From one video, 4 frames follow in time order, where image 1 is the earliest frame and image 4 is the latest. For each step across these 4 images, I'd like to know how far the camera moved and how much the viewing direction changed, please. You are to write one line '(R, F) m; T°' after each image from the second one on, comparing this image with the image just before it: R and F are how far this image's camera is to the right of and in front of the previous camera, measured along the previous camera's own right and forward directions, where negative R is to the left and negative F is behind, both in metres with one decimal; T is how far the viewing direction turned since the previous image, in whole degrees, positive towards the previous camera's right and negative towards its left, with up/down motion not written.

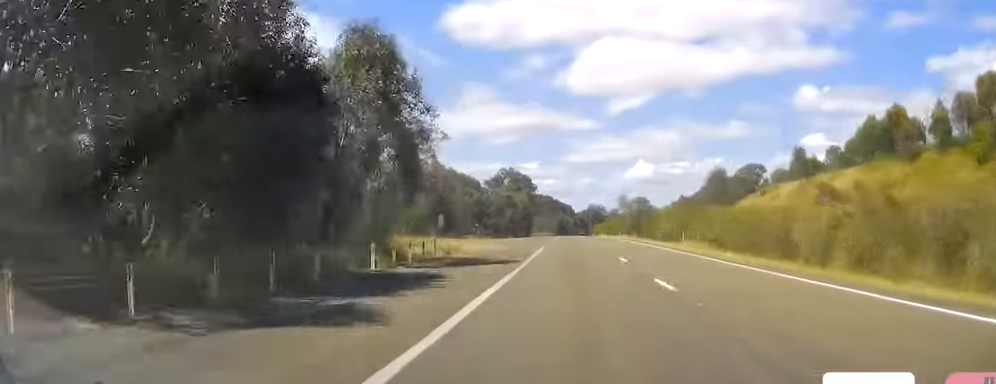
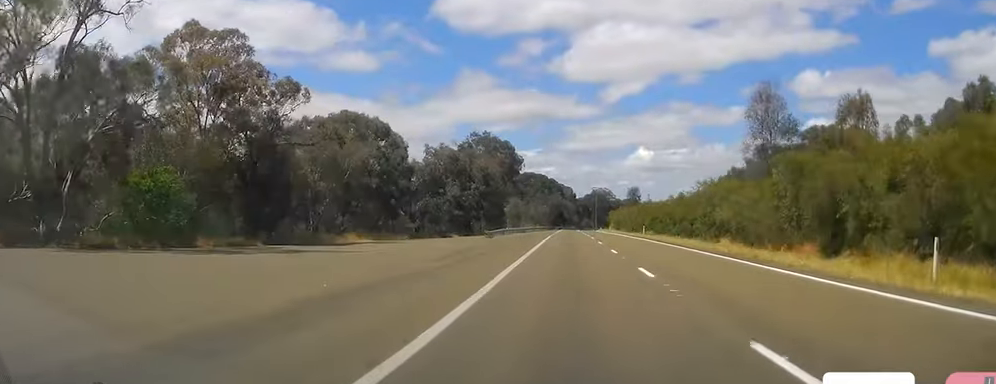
(+0.9, +94.6) m; +1°
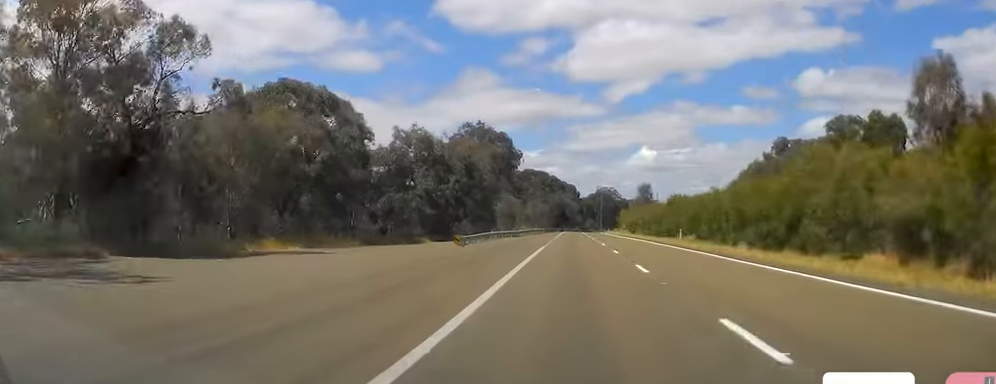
(+0.1, +22.4) m; 0°
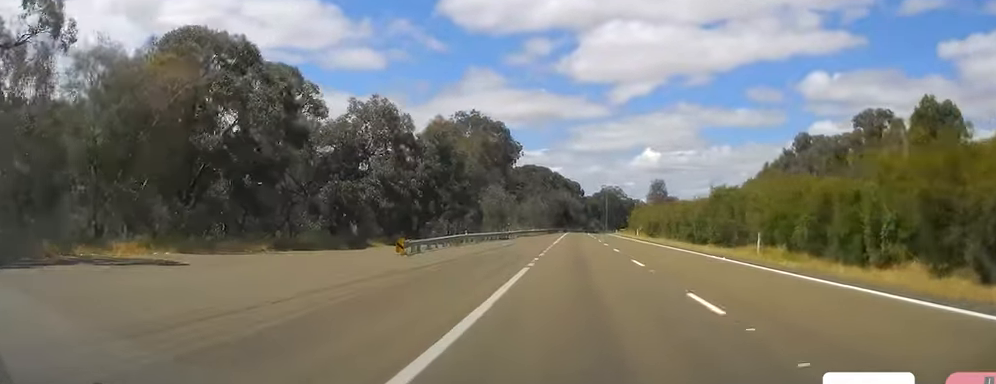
(+0.3, +20.5) m; 0°
